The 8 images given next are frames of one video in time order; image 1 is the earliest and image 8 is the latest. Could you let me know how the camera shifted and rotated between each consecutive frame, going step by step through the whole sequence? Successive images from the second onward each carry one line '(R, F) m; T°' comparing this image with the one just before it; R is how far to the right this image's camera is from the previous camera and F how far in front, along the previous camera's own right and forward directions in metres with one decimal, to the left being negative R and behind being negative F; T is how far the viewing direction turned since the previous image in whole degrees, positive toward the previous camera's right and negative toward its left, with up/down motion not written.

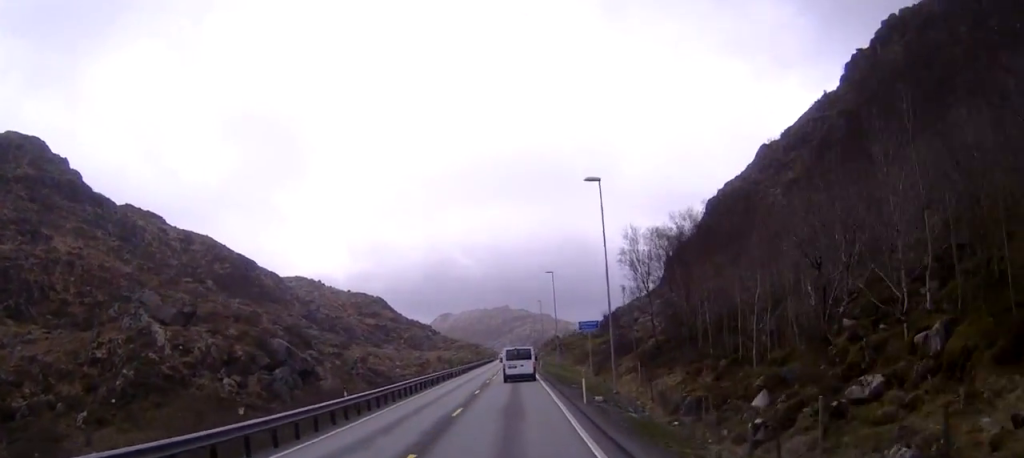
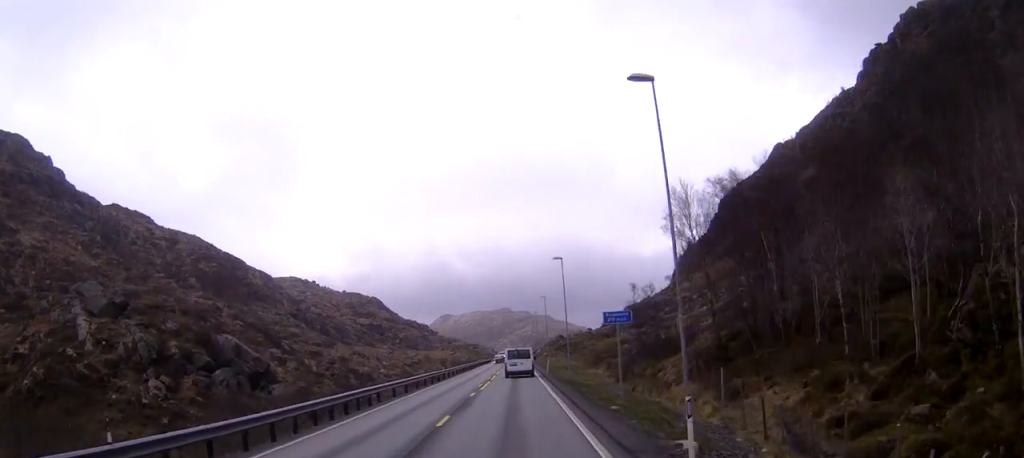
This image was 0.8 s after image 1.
(0.0, +16.0) m; 0°
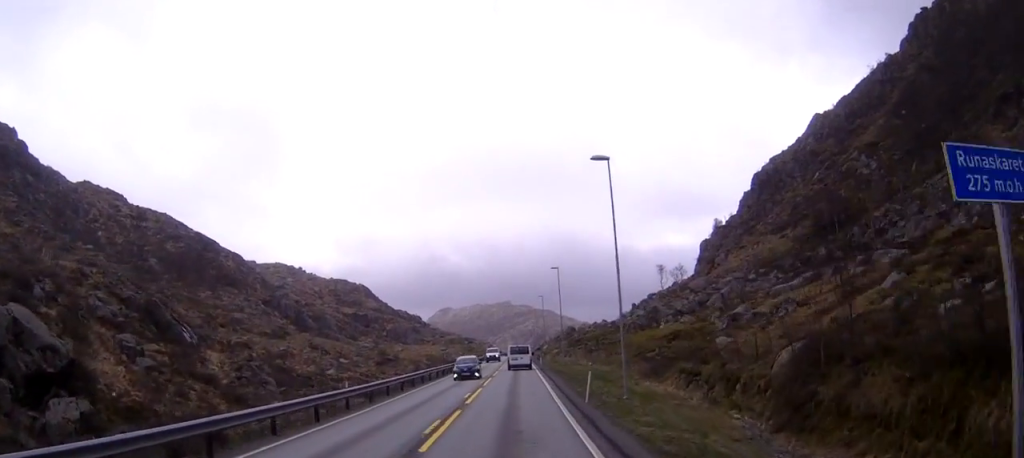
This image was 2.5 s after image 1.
(-0.1, +33.6) m; 0°
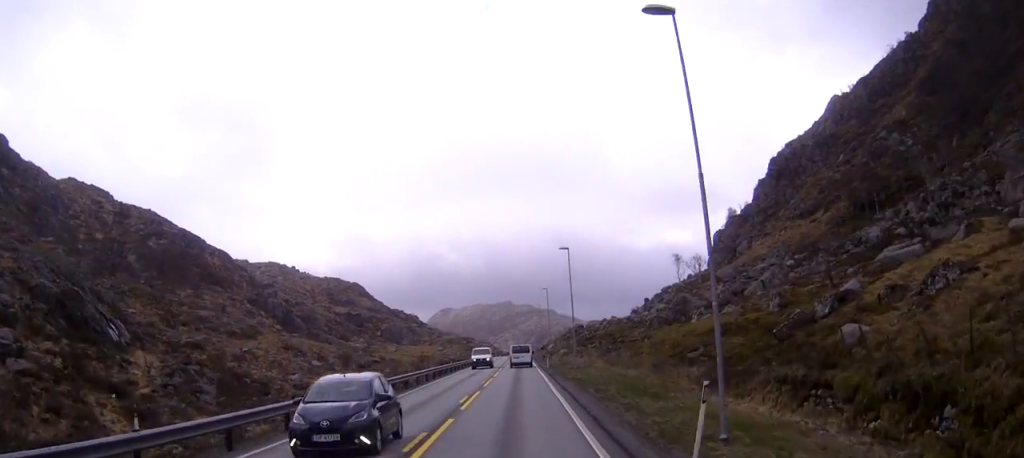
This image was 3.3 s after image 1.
(0.0, +14.9) m; 0°
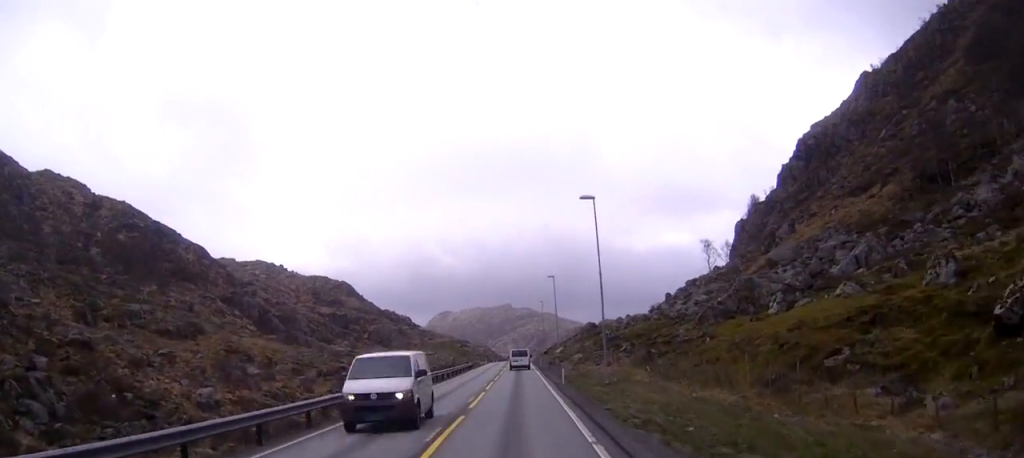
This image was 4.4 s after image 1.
(-0.1, +21.9) m; 0°
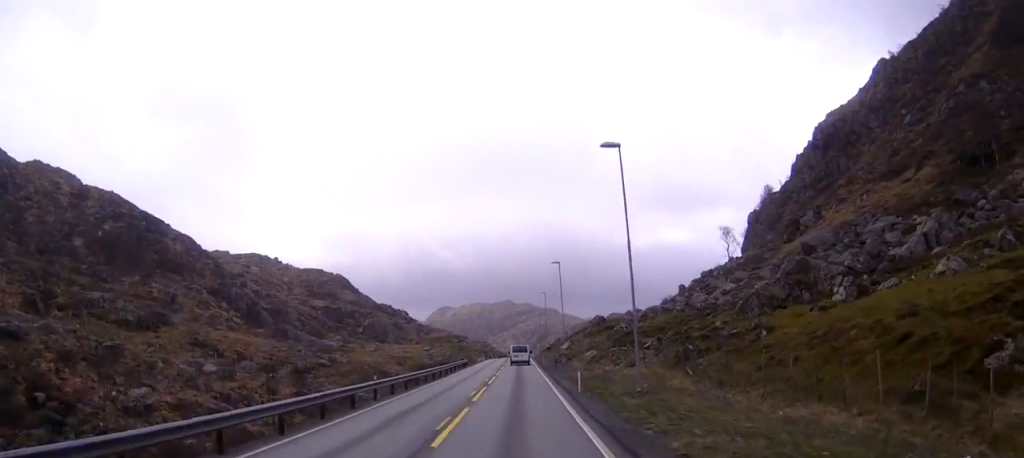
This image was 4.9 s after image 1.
(0.0, +10.3) m; 0°
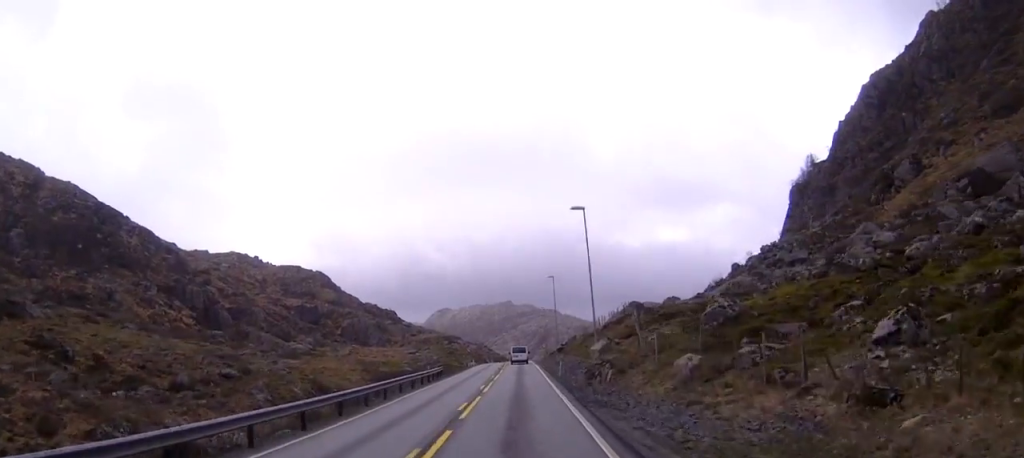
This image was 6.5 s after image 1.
(+0.1, +30.0) m; 0°
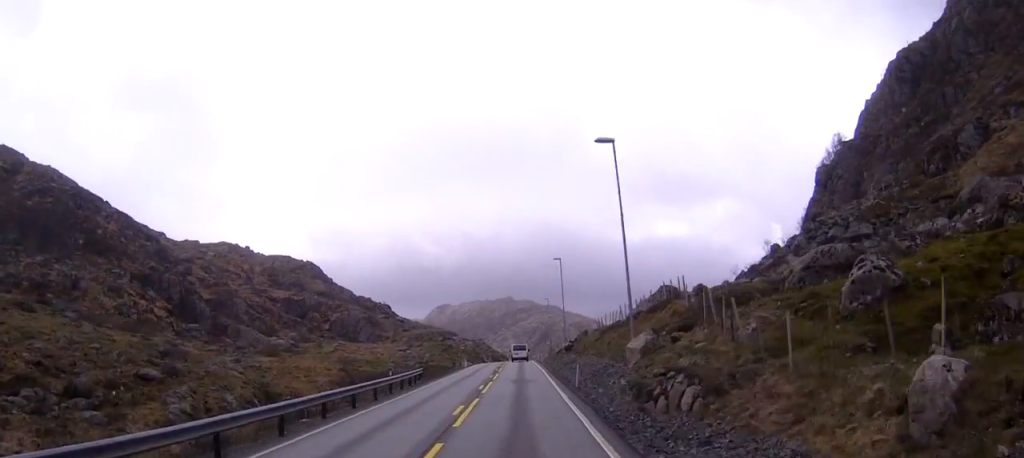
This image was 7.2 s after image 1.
(-0.1, +13.9) m; 0°
